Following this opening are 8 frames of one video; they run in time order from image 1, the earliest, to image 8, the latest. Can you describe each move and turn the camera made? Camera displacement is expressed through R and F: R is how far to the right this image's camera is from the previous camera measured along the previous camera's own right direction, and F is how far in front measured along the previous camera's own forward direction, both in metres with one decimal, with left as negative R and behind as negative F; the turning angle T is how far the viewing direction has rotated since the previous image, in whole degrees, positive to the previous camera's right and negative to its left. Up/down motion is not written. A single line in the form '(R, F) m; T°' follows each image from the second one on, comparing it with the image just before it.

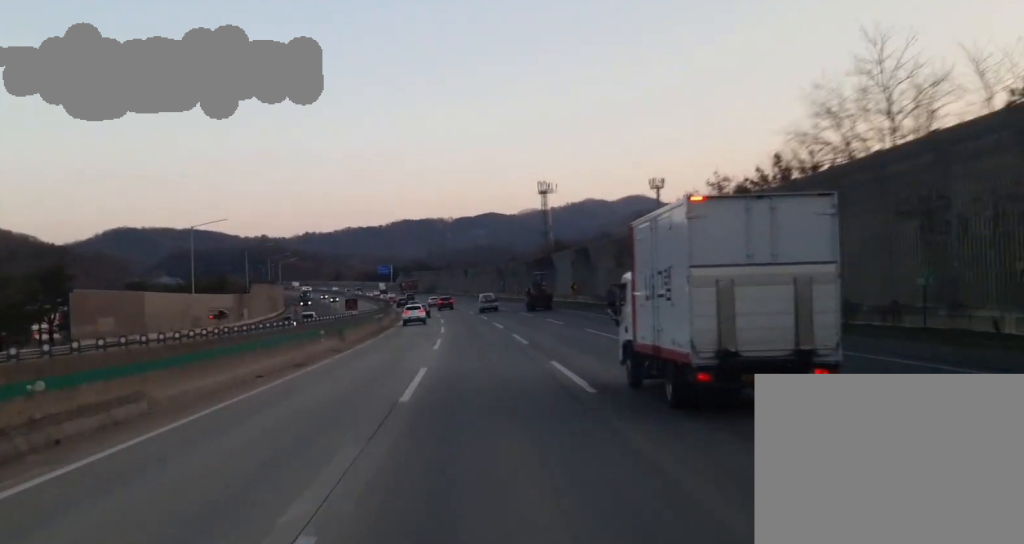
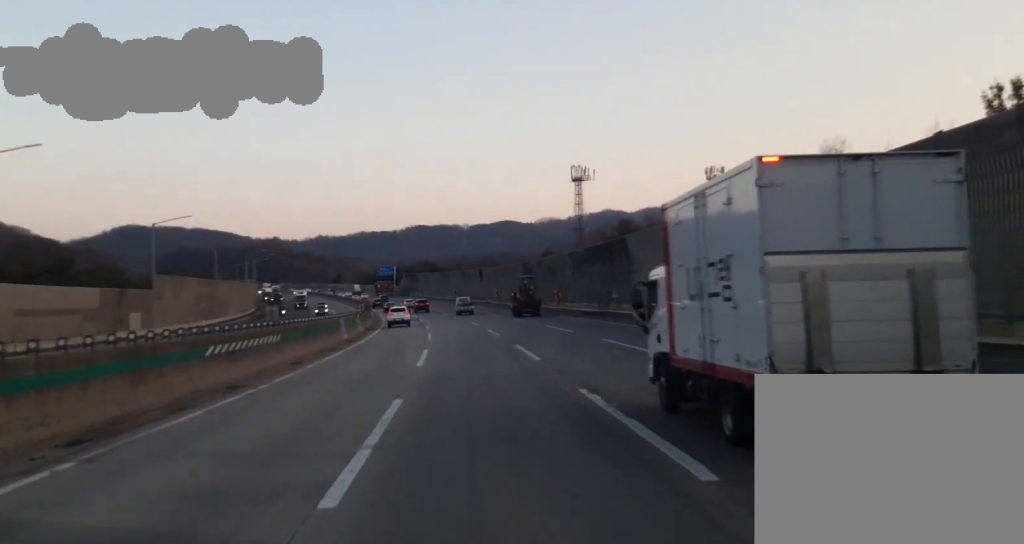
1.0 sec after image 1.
(0.0, +48.7) m; 0°
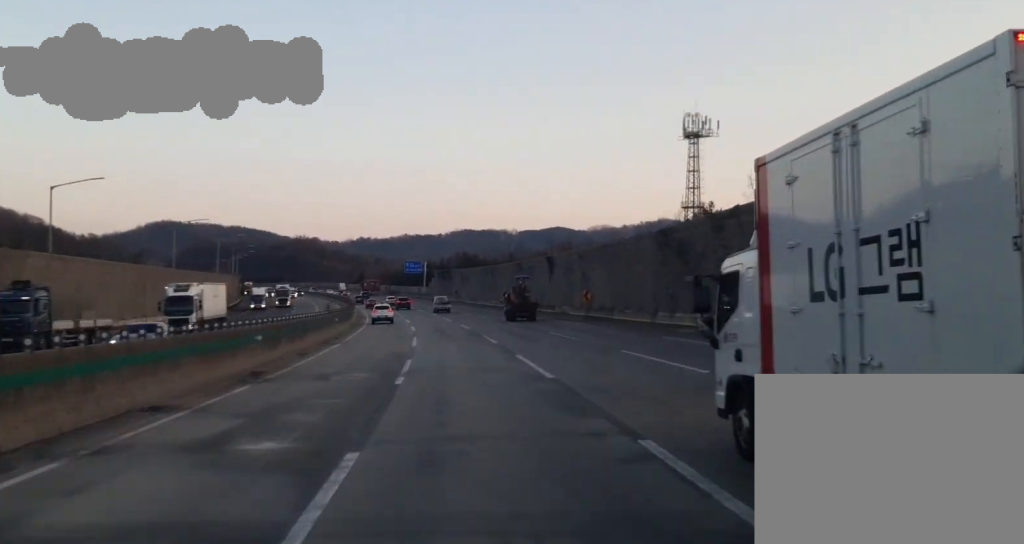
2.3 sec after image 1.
(-0.8, +65.3) m; -3°
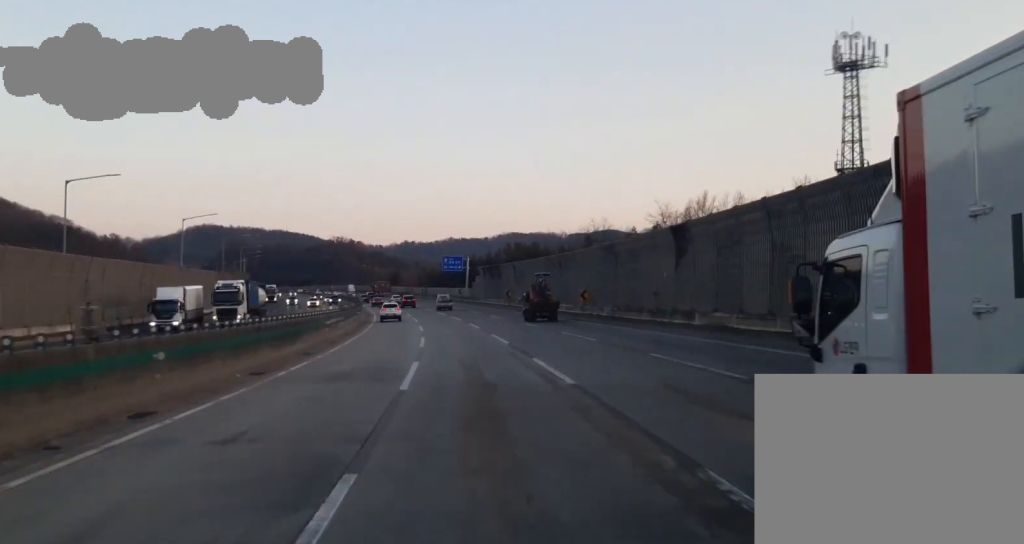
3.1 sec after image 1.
(-1.0, +41.9) m; -2°
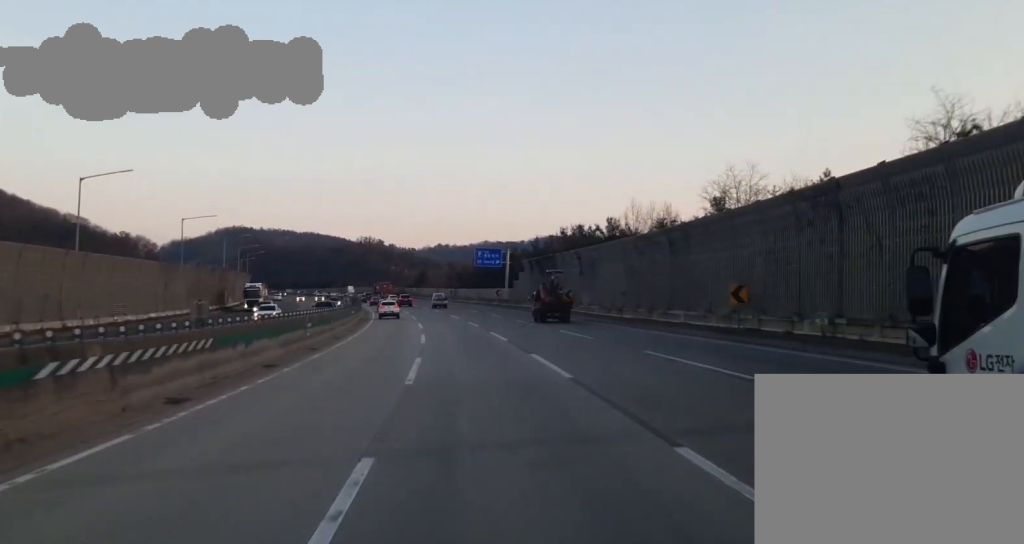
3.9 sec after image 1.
(-0.6, +38.7) m; -2°
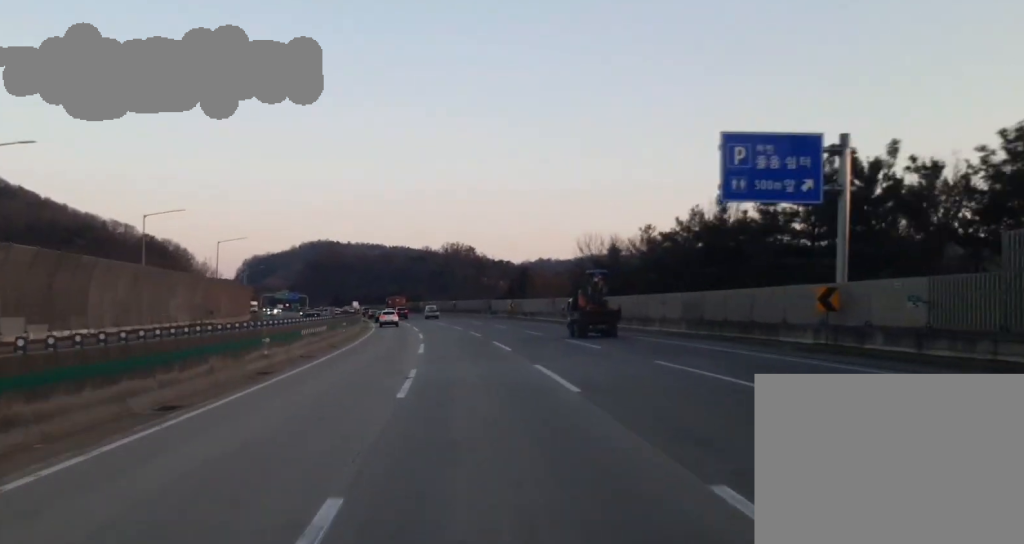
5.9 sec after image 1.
(-5.1, +102.1) m; -6°
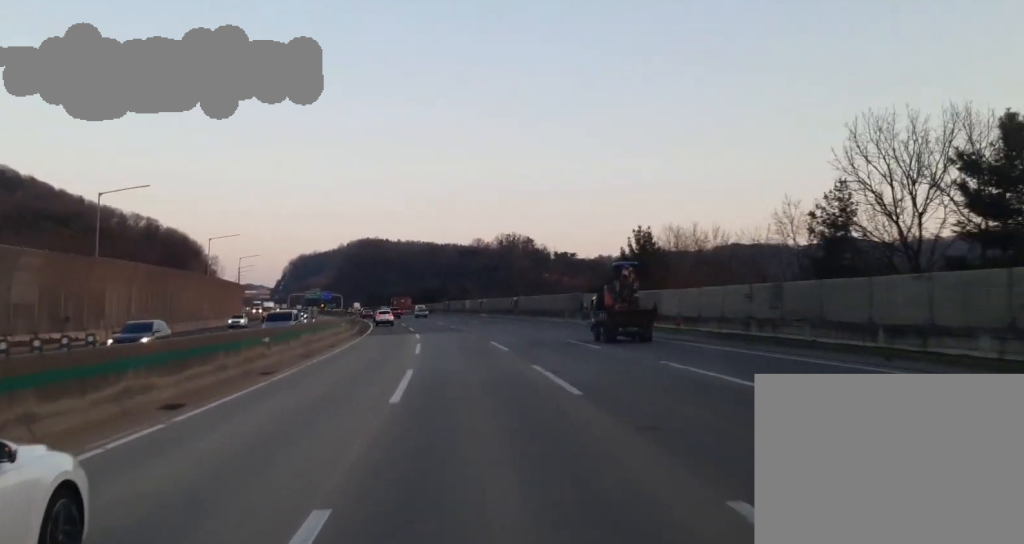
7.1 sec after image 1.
(-1.6, +59.9) m; -3°
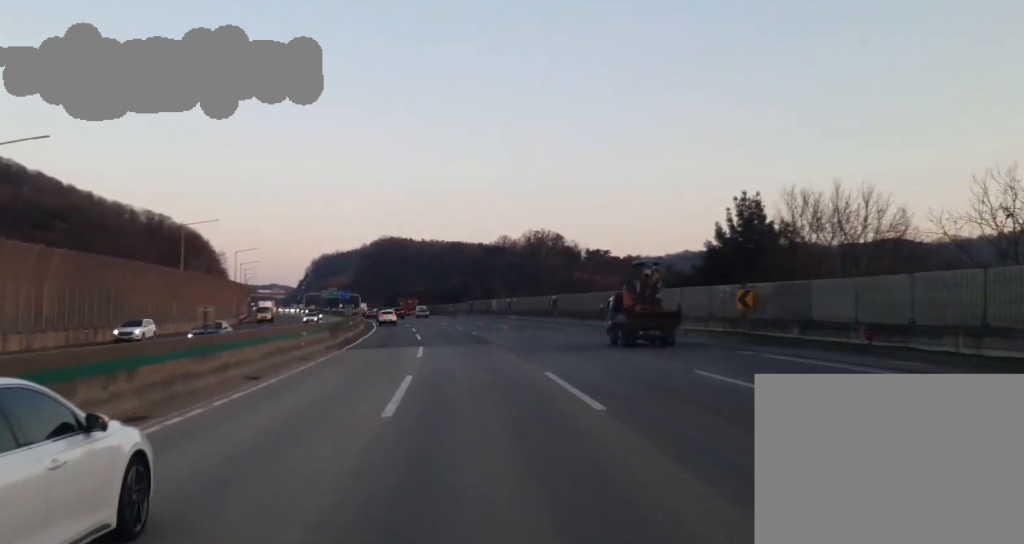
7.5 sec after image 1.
(+0.1, +21.5) m; -1°
